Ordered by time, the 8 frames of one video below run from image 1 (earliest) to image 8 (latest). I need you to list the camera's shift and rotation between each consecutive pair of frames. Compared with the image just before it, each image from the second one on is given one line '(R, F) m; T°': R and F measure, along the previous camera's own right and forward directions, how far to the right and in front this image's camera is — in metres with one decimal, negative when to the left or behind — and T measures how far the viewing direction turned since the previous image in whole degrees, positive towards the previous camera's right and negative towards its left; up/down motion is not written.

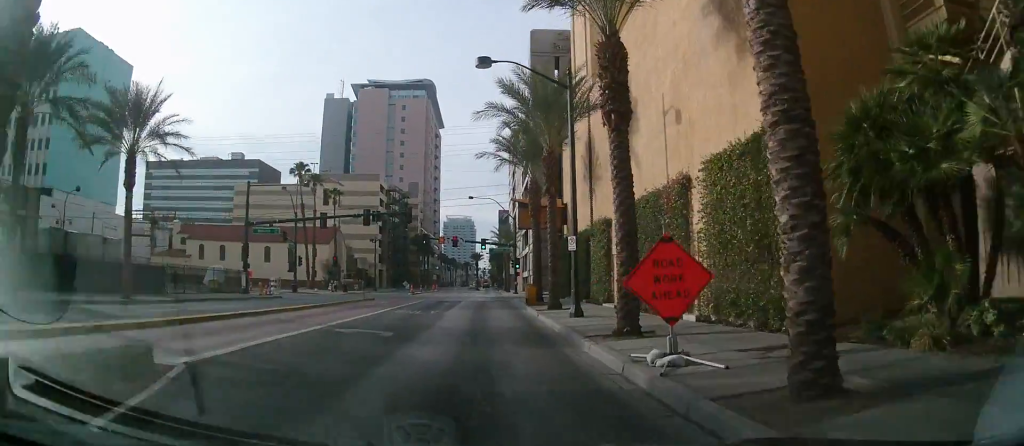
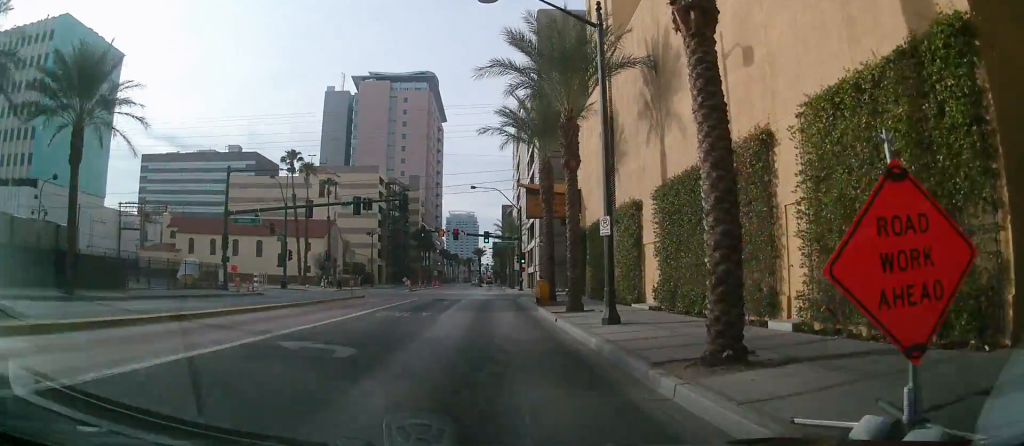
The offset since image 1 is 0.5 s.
(-0.1, +5.2) m; -1°
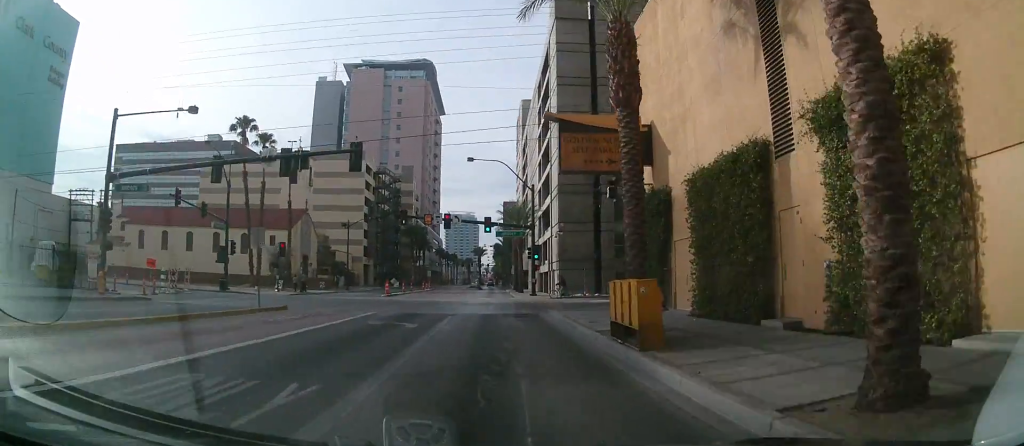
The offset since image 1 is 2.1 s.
(+0.3, +17.6) m; 0°
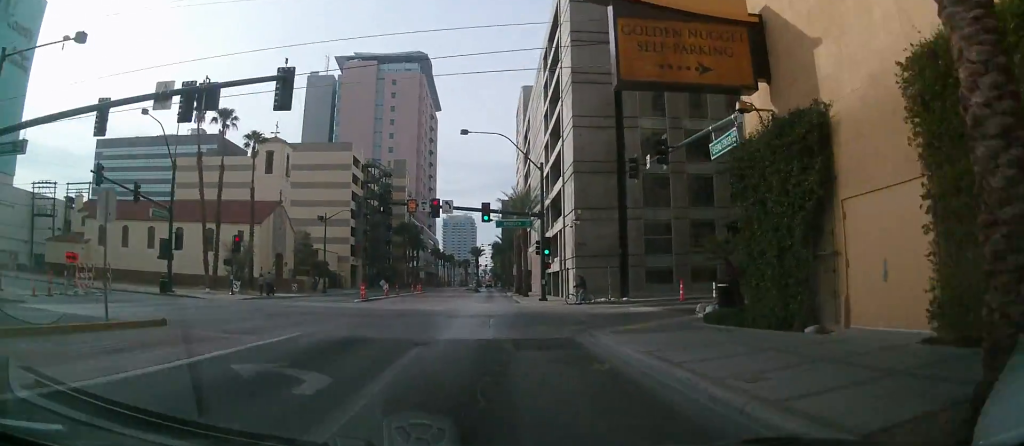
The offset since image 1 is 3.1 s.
(-0.2, +10.9) m; -2°
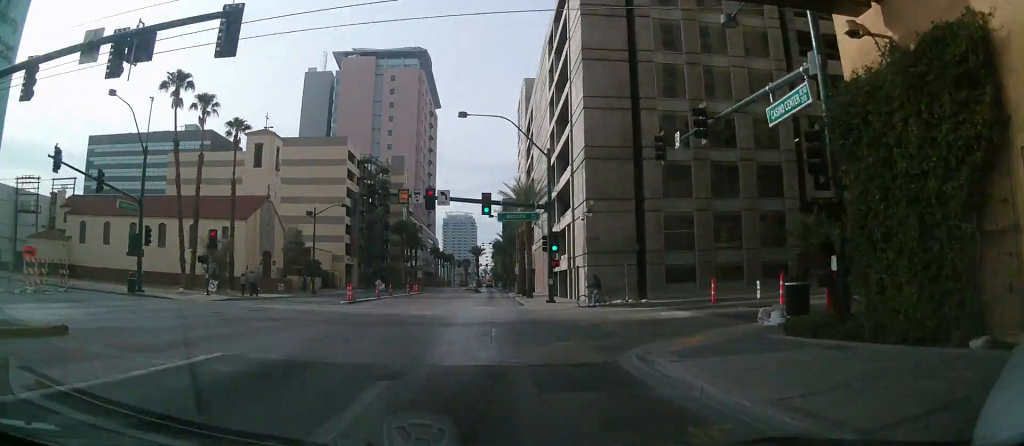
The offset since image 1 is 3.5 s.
(-0.3, +4.8) m; 0°
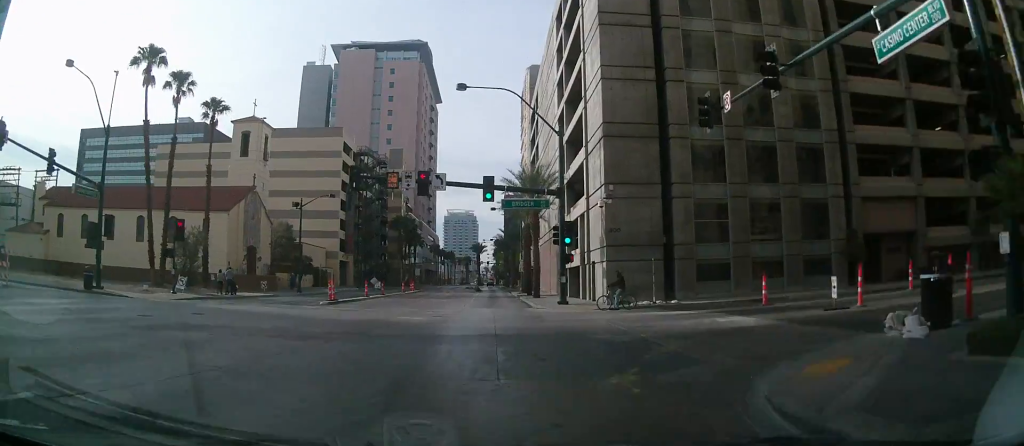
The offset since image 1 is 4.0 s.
(+0.1, +5.5) m; +1°
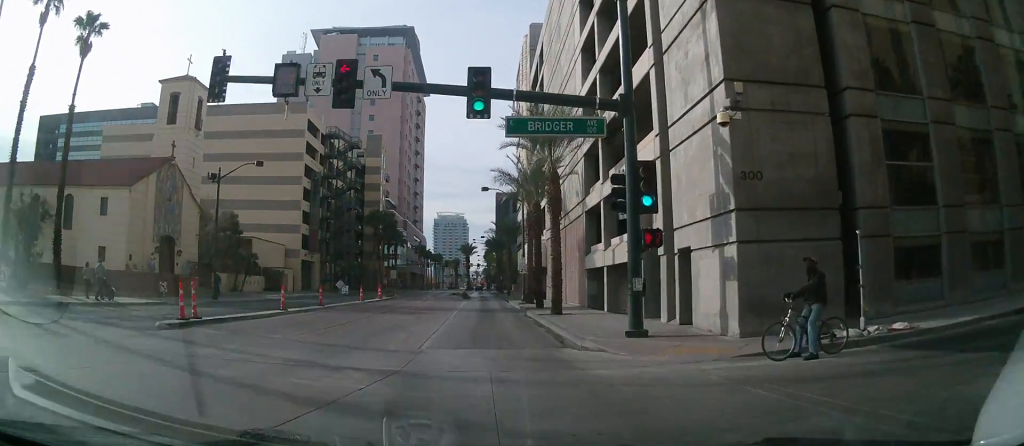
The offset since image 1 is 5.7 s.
(+0.7, +18.3) m; +5°
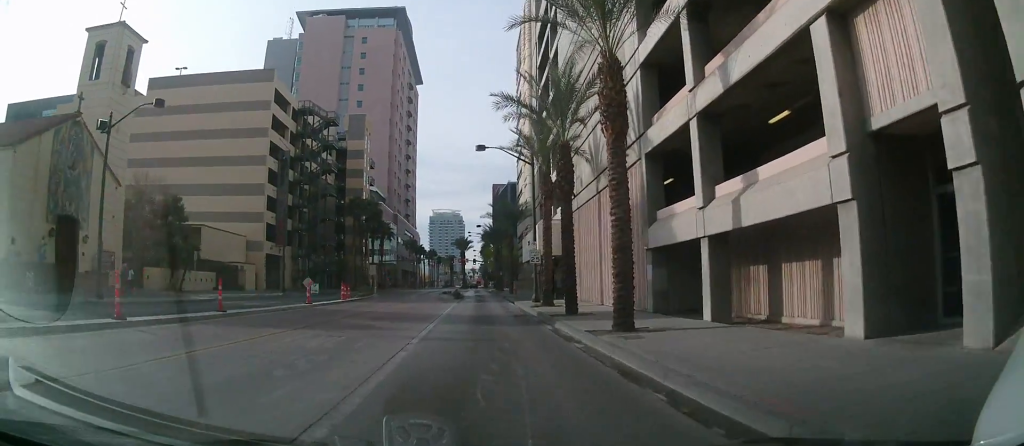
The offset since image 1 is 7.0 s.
(+0.1, +14.0) m; -3°
